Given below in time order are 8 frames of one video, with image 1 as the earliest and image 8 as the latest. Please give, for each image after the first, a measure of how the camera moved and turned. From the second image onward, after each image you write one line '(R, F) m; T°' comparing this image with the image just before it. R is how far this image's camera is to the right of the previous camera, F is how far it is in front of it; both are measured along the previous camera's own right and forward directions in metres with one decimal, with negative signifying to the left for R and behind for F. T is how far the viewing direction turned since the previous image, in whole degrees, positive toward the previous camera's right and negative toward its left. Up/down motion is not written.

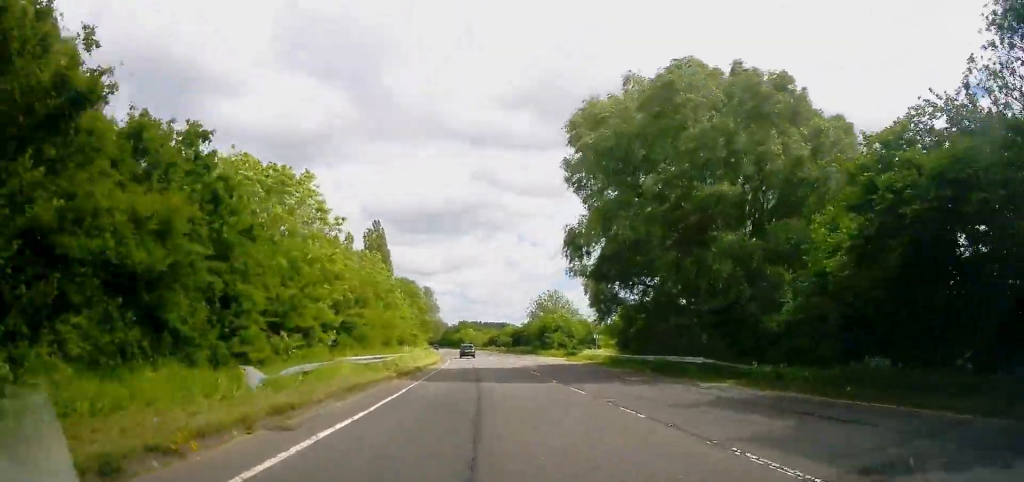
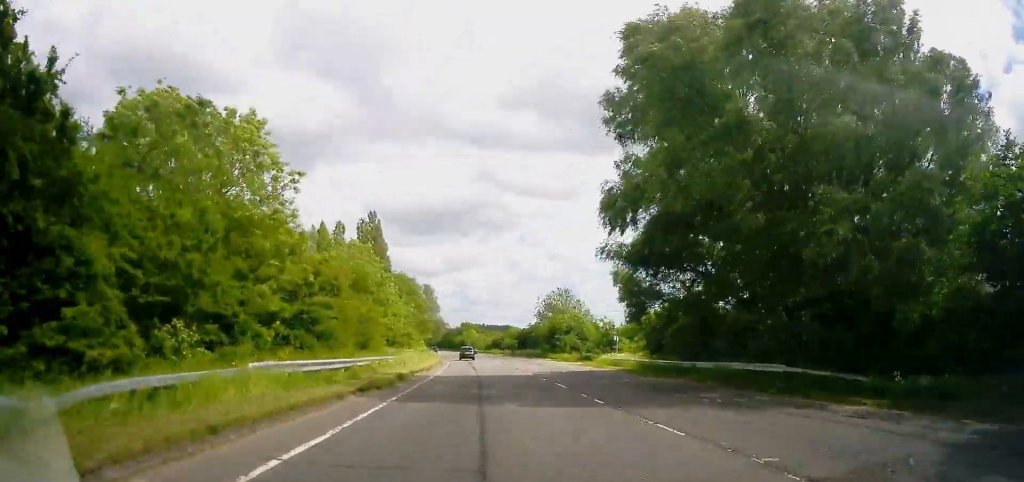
(0.0, +8.1) m; 0°
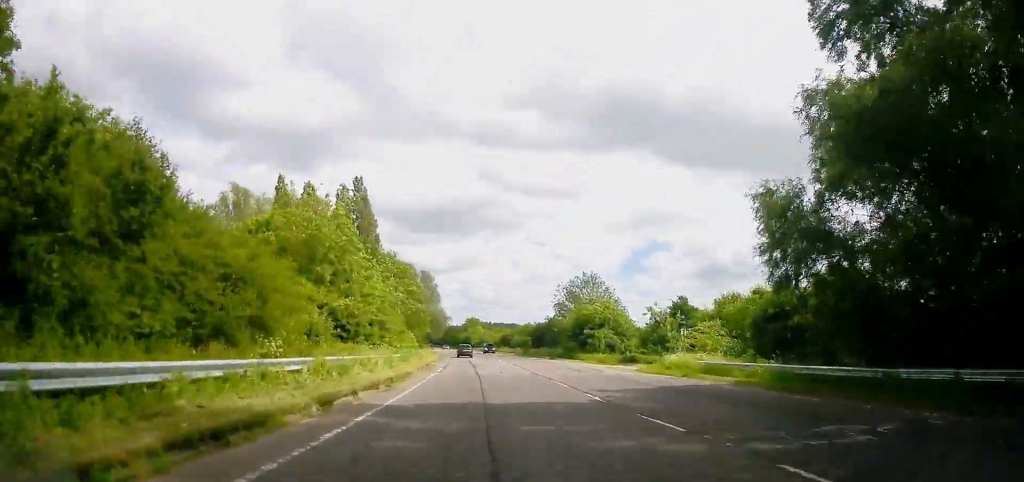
(0.0, +17.4) m; -1°
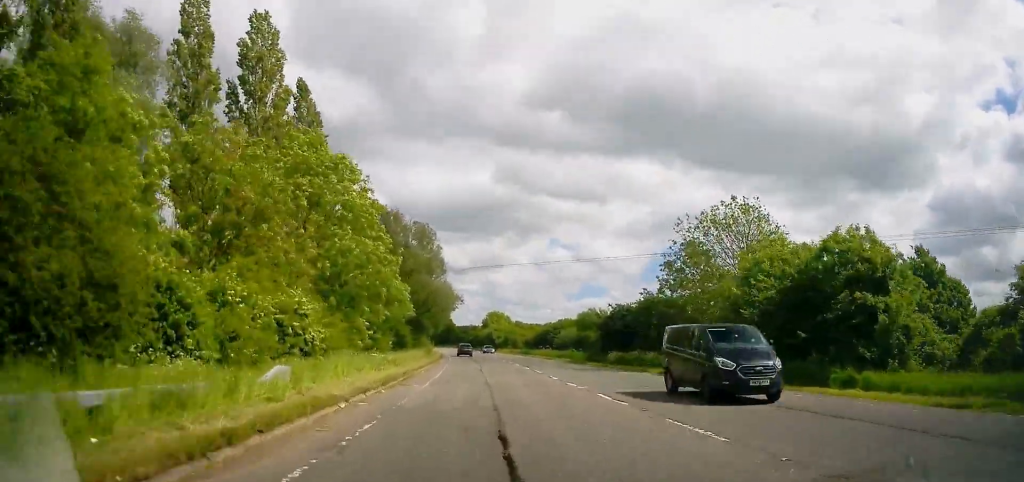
(-1.0, +42.0) m; -3°
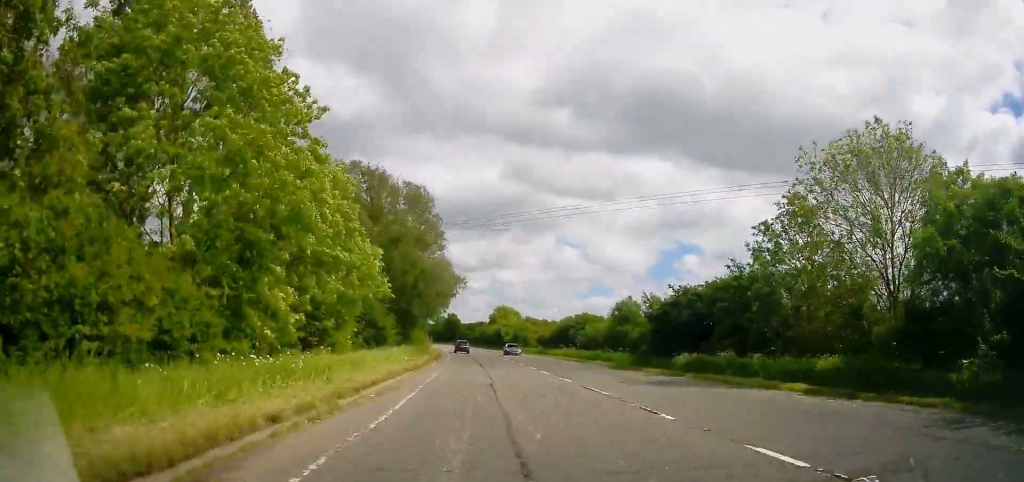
(-0.3, +14.8) m; 0°
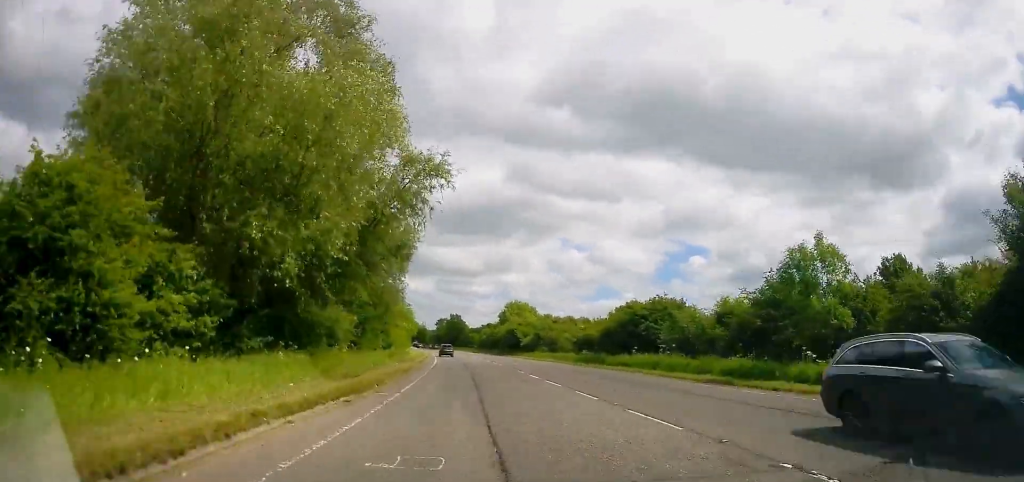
(+0.6, +30.7) m; +1°
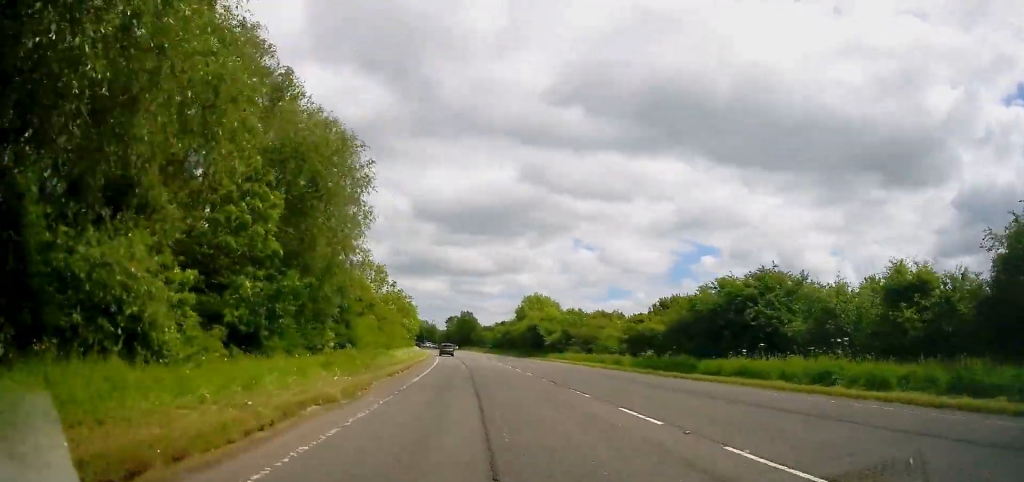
(0.0, +16.9) m; -2°
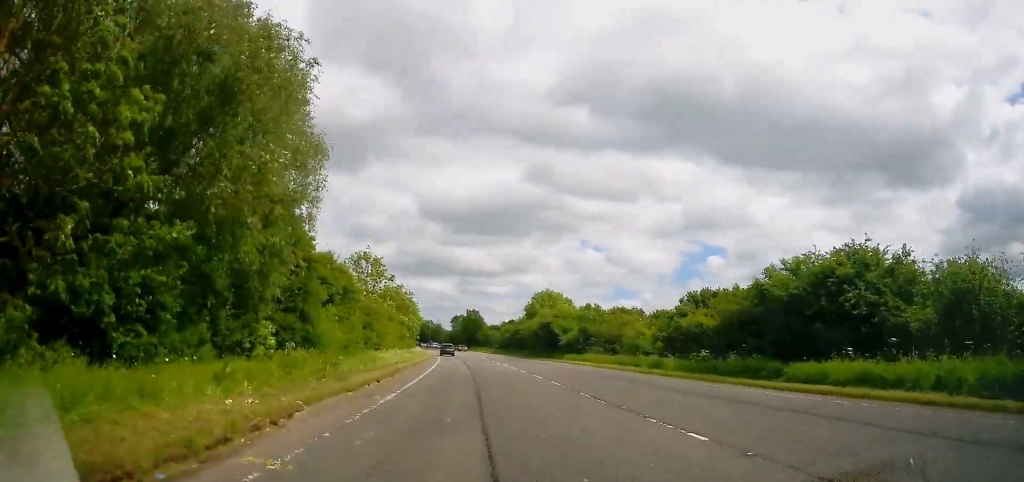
(-0.2, +8.0) m; -1°
